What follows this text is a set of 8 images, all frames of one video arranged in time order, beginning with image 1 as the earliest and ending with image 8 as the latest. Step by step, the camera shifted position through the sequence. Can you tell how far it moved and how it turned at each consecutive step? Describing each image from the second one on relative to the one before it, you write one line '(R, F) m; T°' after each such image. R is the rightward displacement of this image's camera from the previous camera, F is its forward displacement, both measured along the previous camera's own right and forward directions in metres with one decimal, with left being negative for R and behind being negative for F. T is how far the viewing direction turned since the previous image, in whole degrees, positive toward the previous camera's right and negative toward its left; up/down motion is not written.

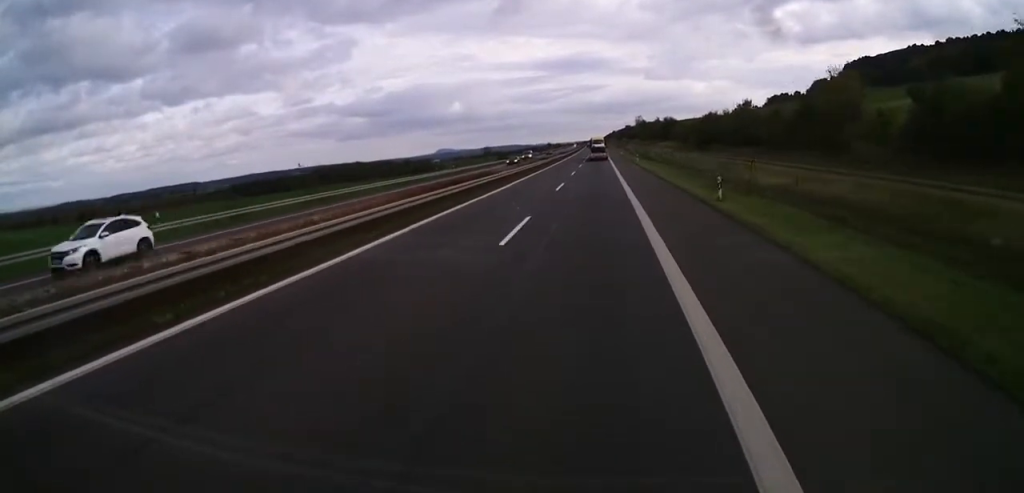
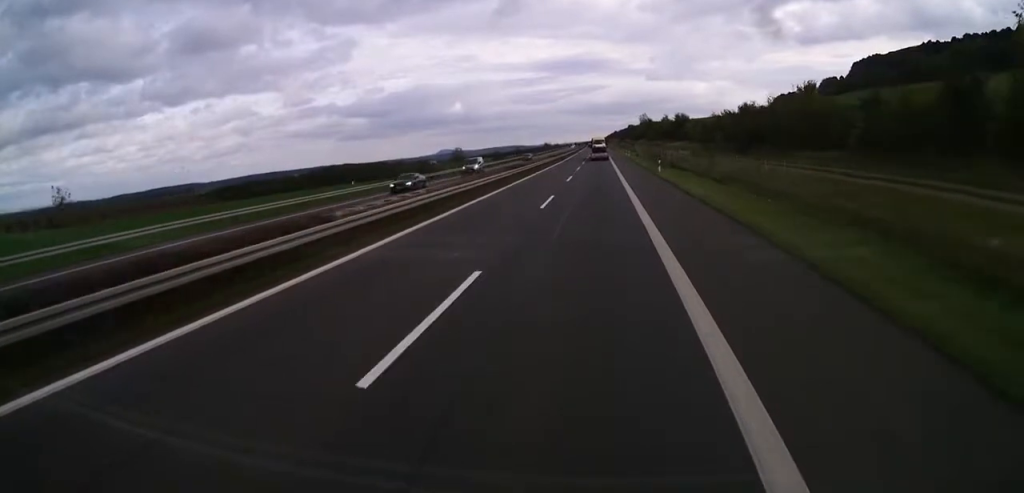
(0.0, +27.1) m; 0°
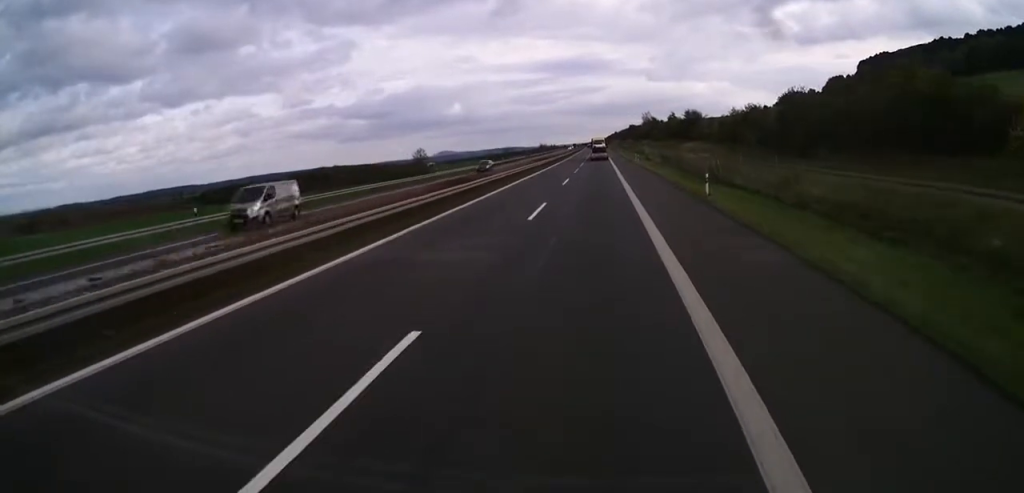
(0.0, +22.2) m; 0°
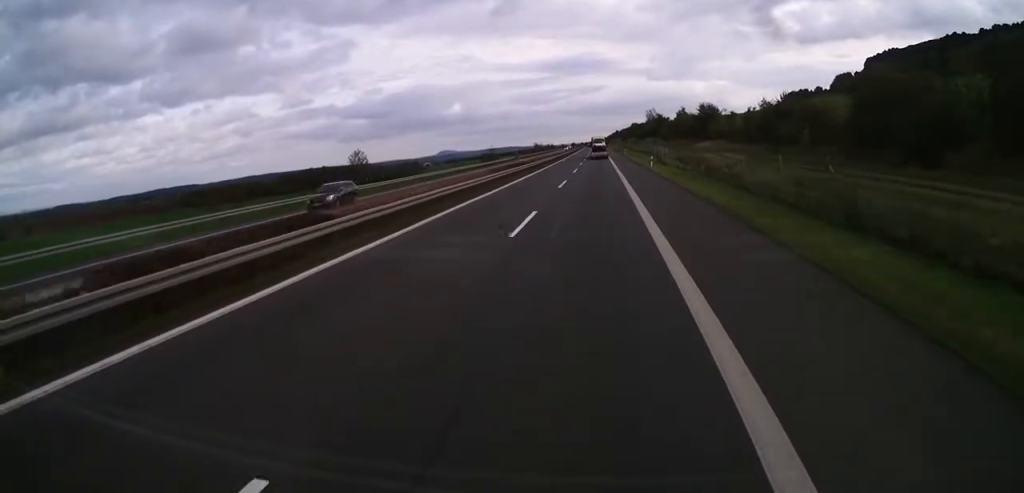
(0.0, +22.1) m; 0°
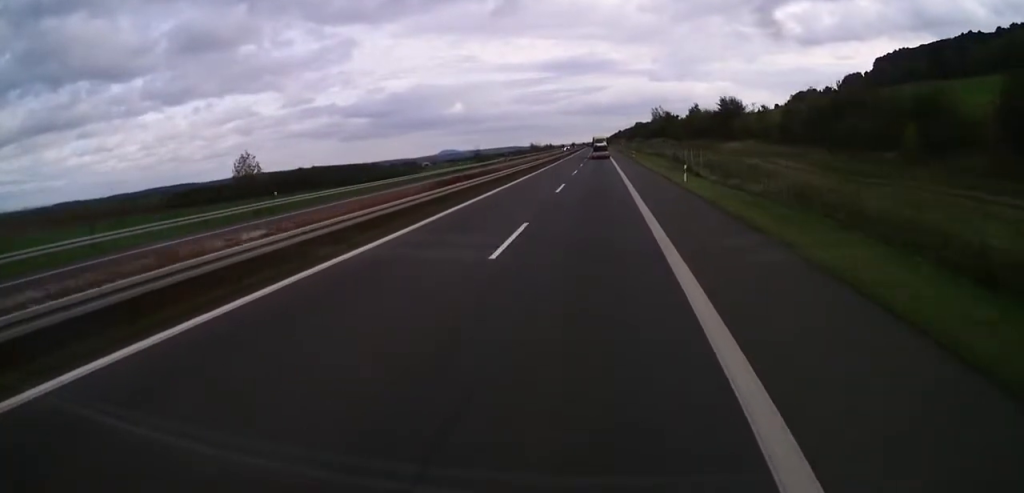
(0.0, +21.3) m; 0°
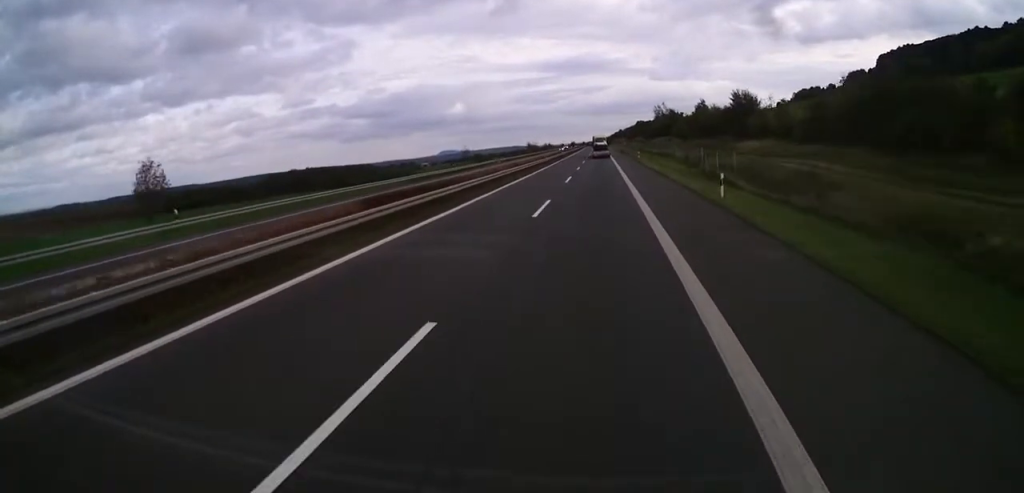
(0.0, +10.6) m; 0°
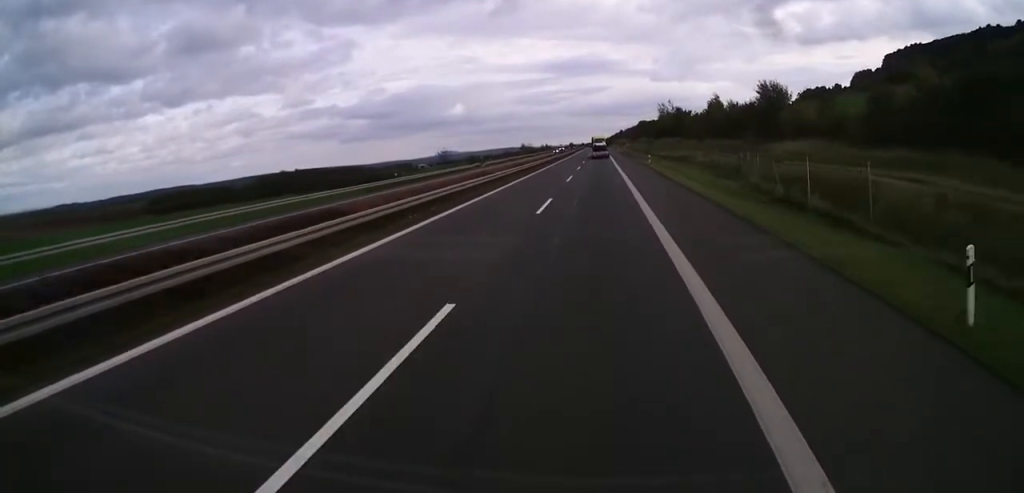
(-0.1, +17.1) m; 0°
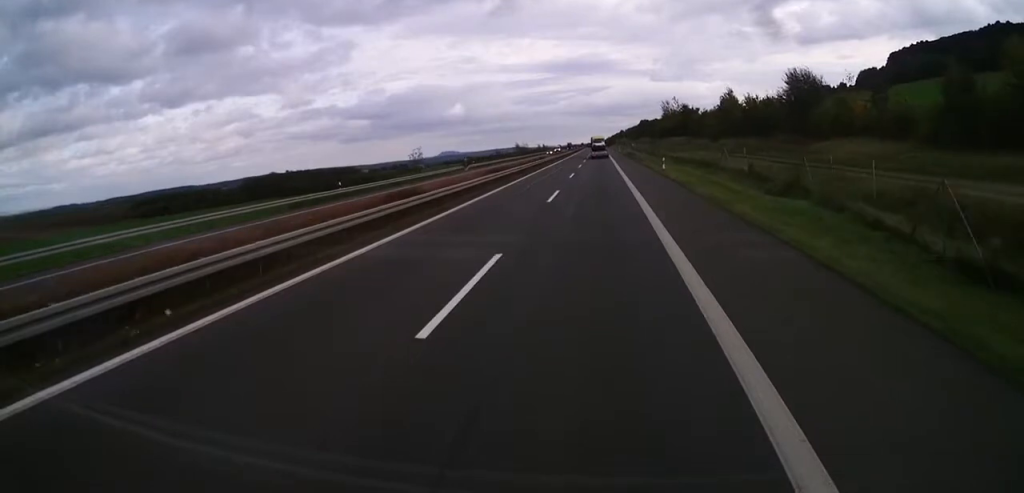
(0.0, +13.9) m; 0°
